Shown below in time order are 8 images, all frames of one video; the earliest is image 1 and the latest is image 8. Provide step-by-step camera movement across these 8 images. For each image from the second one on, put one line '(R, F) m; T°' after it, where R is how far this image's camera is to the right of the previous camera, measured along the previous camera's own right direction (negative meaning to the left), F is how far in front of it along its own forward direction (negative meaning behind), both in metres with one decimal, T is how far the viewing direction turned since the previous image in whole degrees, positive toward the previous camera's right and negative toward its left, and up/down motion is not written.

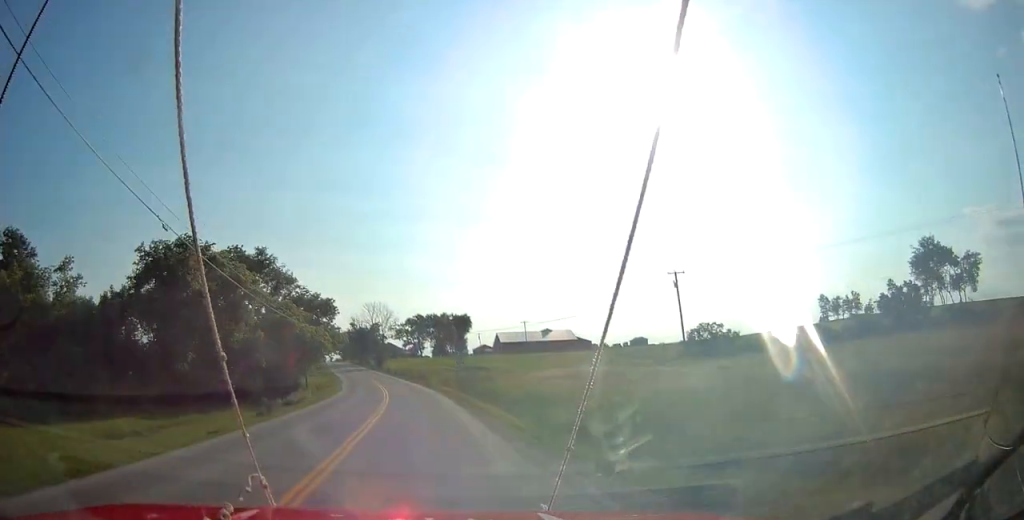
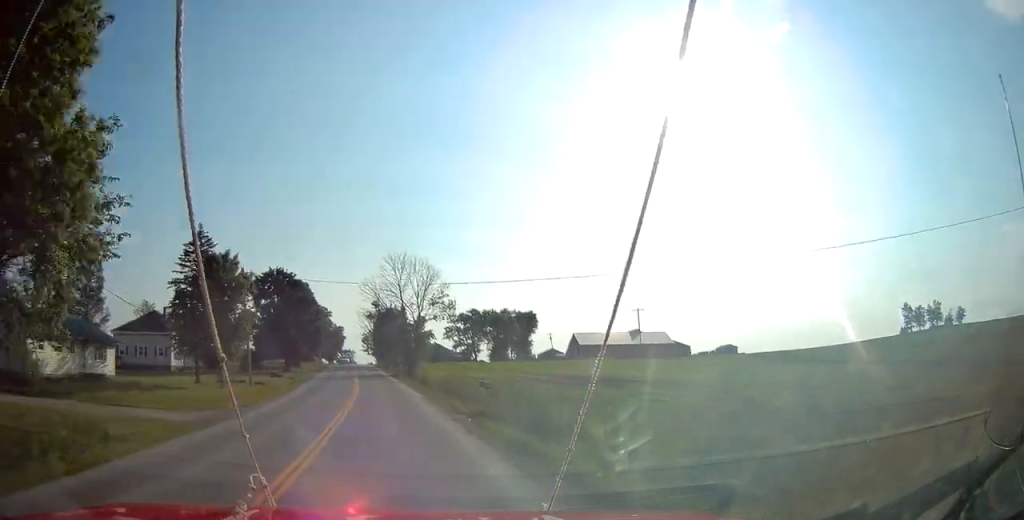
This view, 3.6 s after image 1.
(+1.5, +53.8) m; -1°
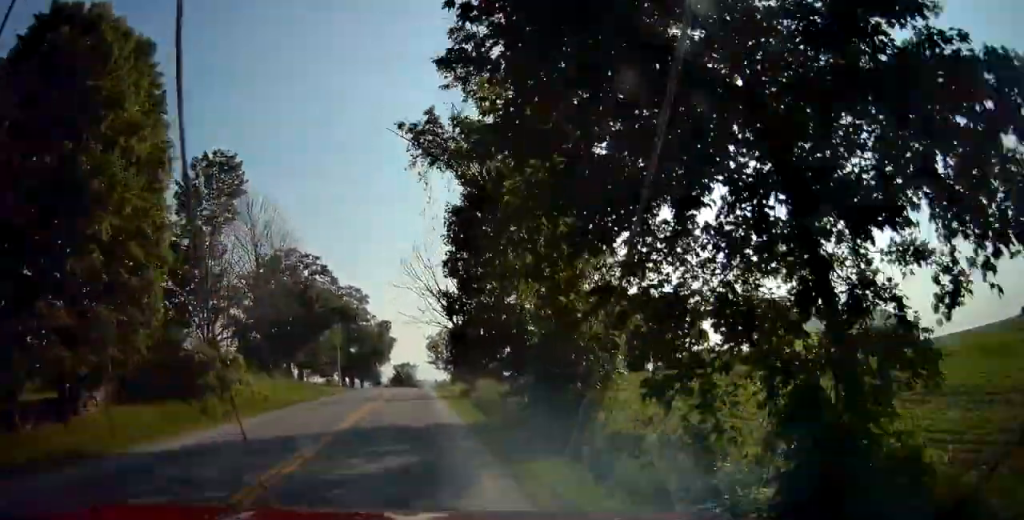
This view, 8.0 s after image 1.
(-6.3, +81.0) m; -7°
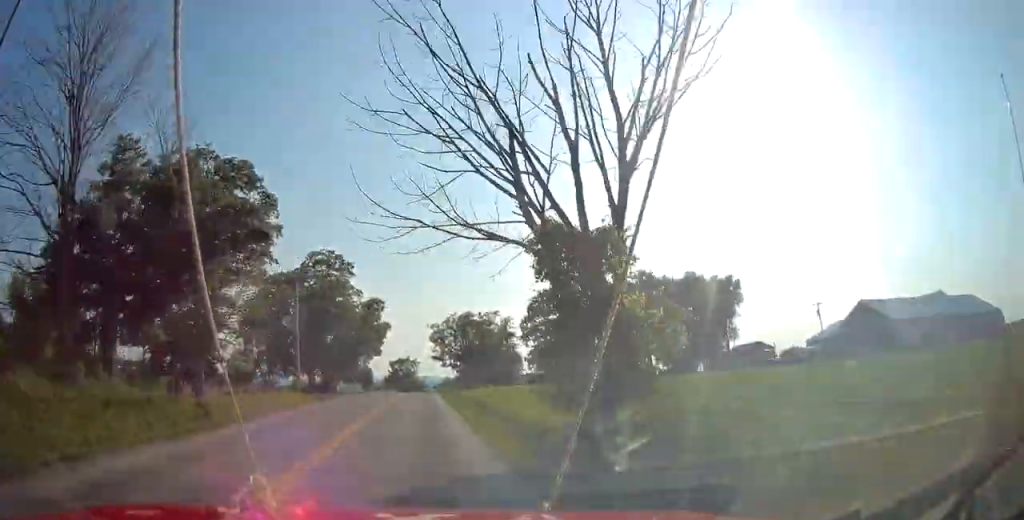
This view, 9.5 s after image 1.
(-0.3, +29.3) m; 0°
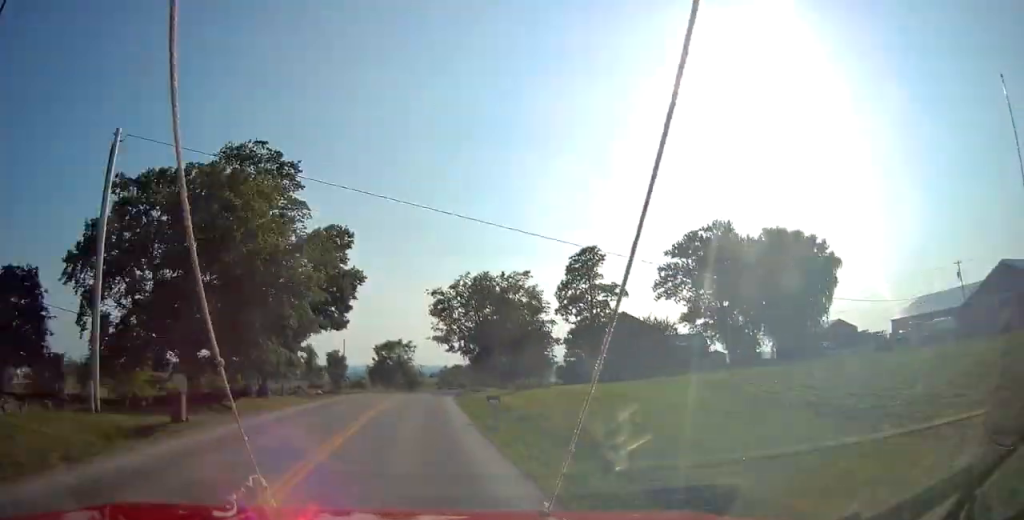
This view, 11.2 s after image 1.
(+0.1, +35.2) m; +1°
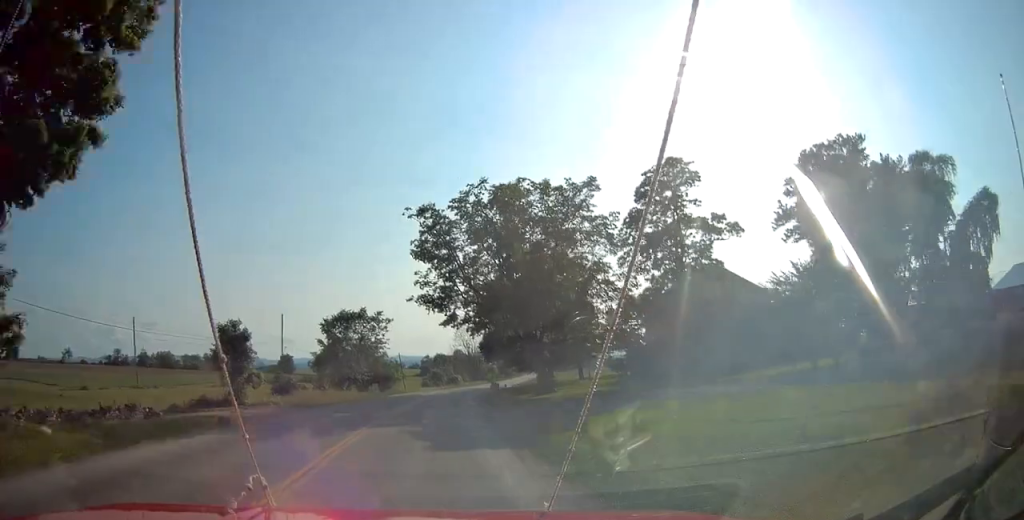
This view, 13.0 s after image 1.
(+0.6, +37.1) m; +3°
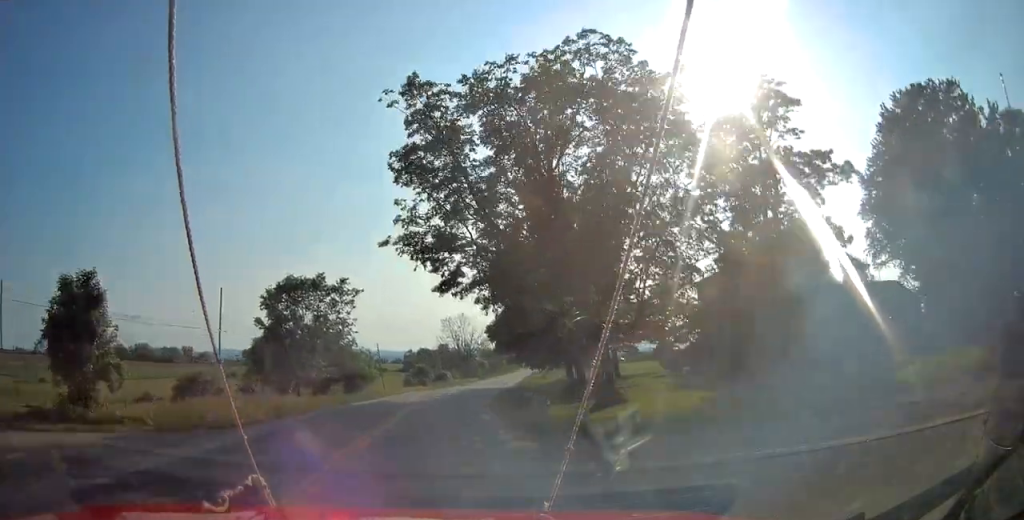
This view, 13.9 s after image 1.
(0.0, +18.2) m; +2°
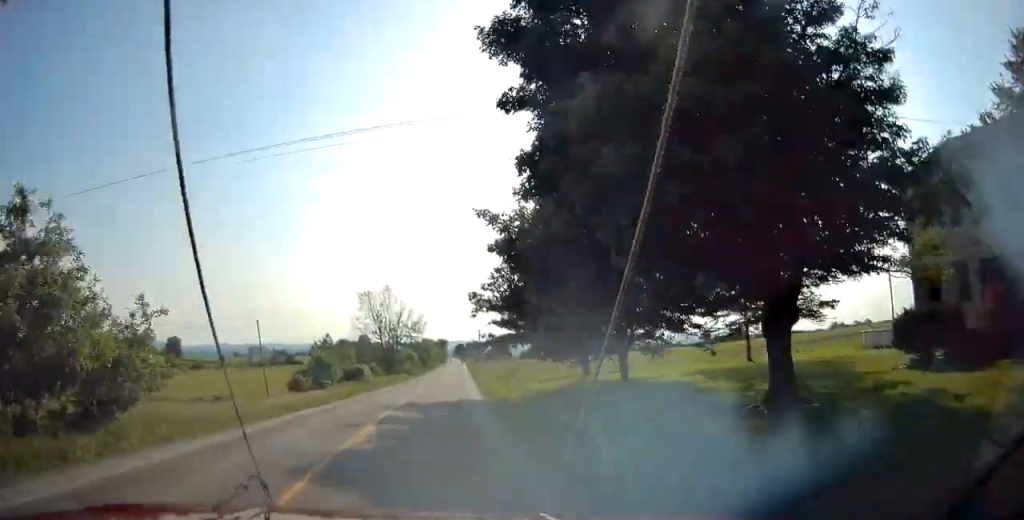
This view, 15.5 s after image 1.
(+1.5, +34.2) m; +5°
